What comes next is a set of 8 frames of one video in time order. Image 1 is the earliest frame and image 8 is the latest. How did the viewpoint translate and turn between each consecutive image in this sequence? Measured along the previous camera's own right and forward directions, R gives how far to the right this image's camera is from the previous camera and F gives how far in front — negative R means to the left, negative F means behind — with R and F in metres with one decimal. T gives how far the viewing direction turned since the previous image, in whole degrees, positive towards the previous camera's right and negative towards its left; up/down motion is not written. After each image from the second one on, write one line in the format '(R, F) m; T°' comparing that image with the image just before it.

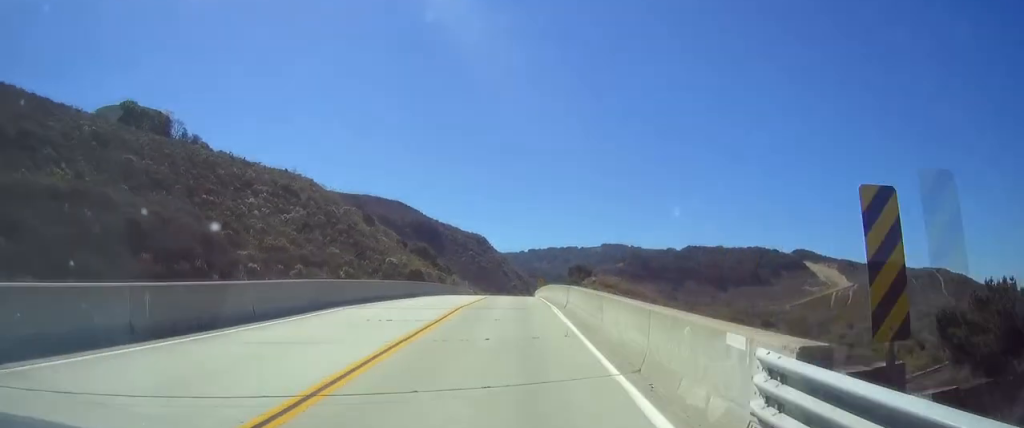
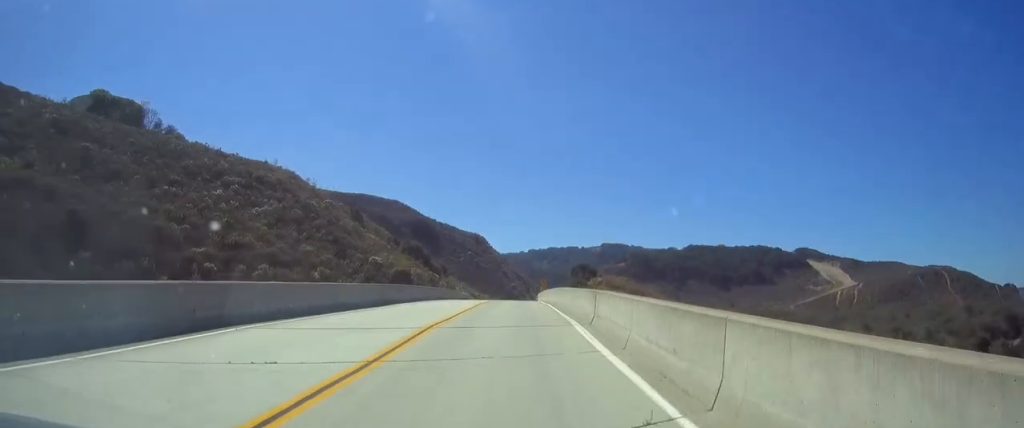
(+1.1, +8.4) m; +1°
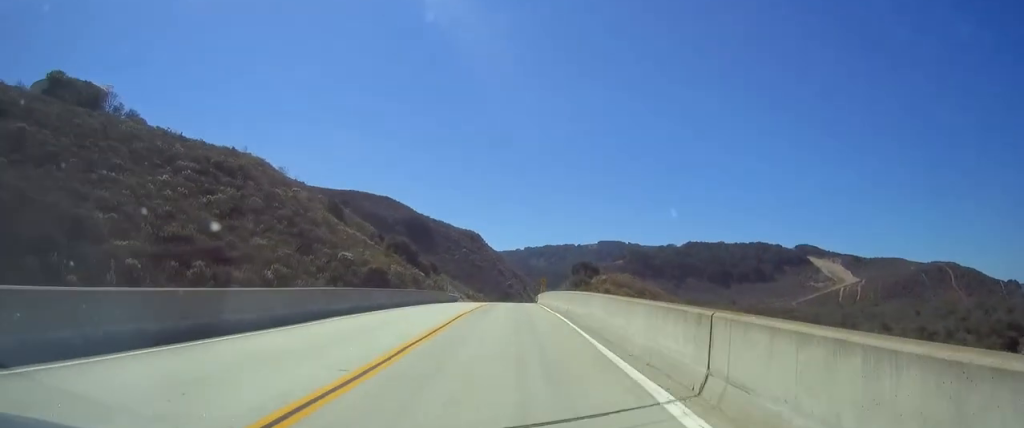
(-0.1, +10.5) m; -1°
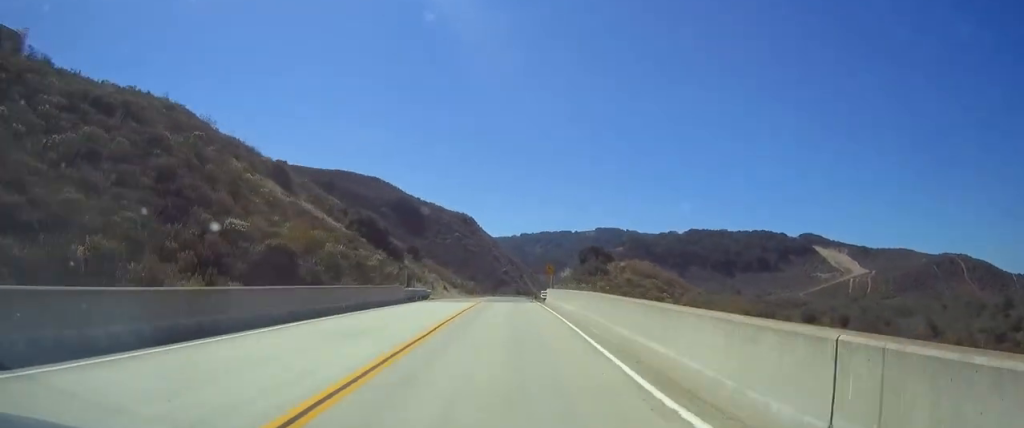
(-1.5, +22.5) m; -4°
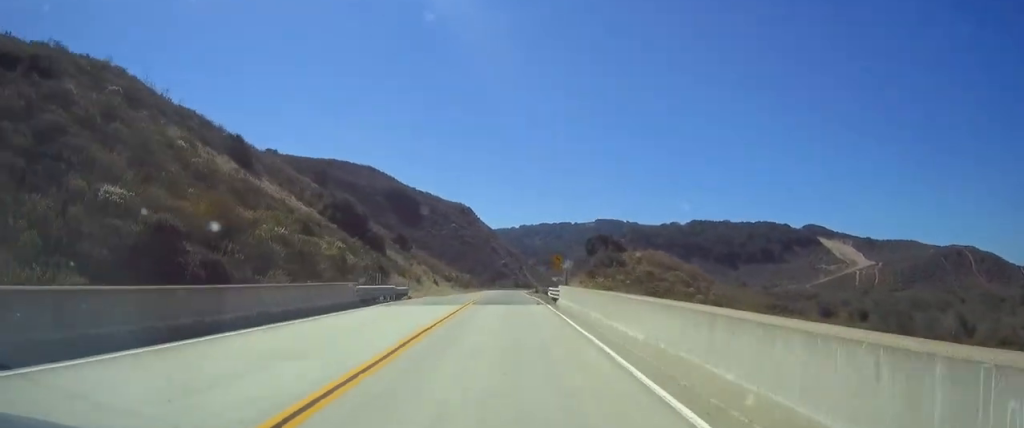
(0.0, +12.0) m; 0°
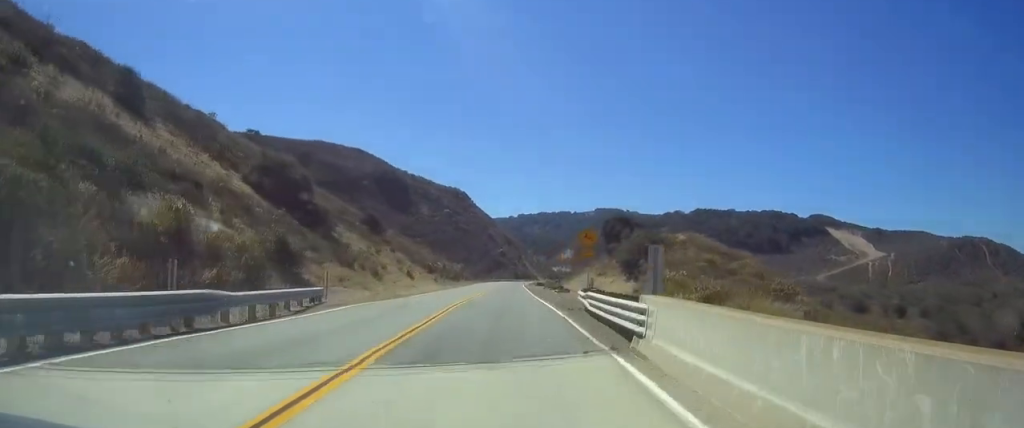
(-0.3, +22.0) m; -1°
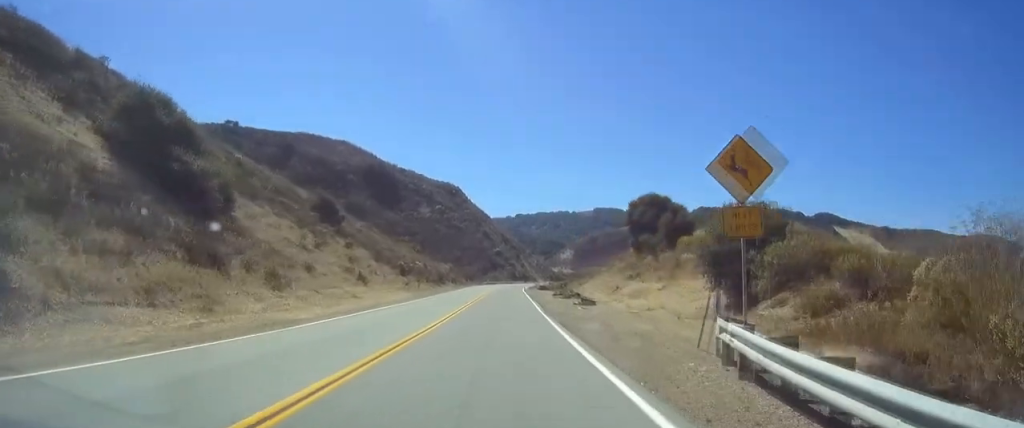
(0.0, +21.7) m; 0°
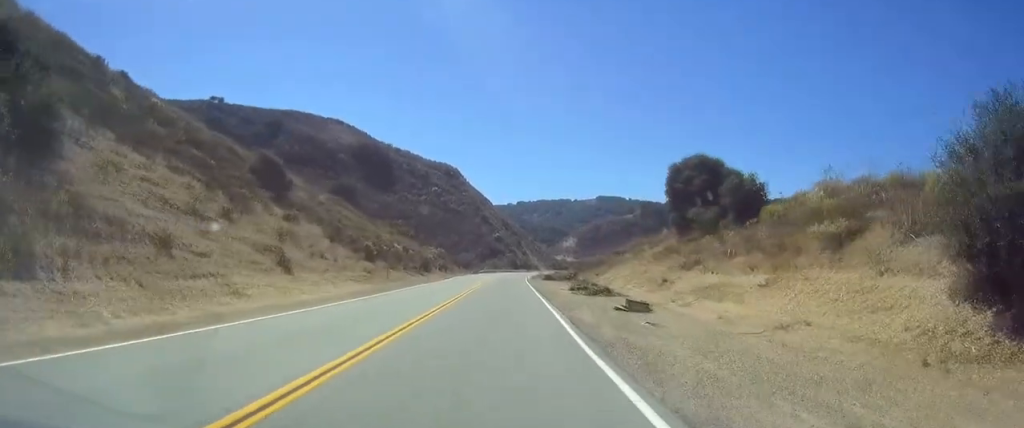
(0.0, +16.9) m; 0°
